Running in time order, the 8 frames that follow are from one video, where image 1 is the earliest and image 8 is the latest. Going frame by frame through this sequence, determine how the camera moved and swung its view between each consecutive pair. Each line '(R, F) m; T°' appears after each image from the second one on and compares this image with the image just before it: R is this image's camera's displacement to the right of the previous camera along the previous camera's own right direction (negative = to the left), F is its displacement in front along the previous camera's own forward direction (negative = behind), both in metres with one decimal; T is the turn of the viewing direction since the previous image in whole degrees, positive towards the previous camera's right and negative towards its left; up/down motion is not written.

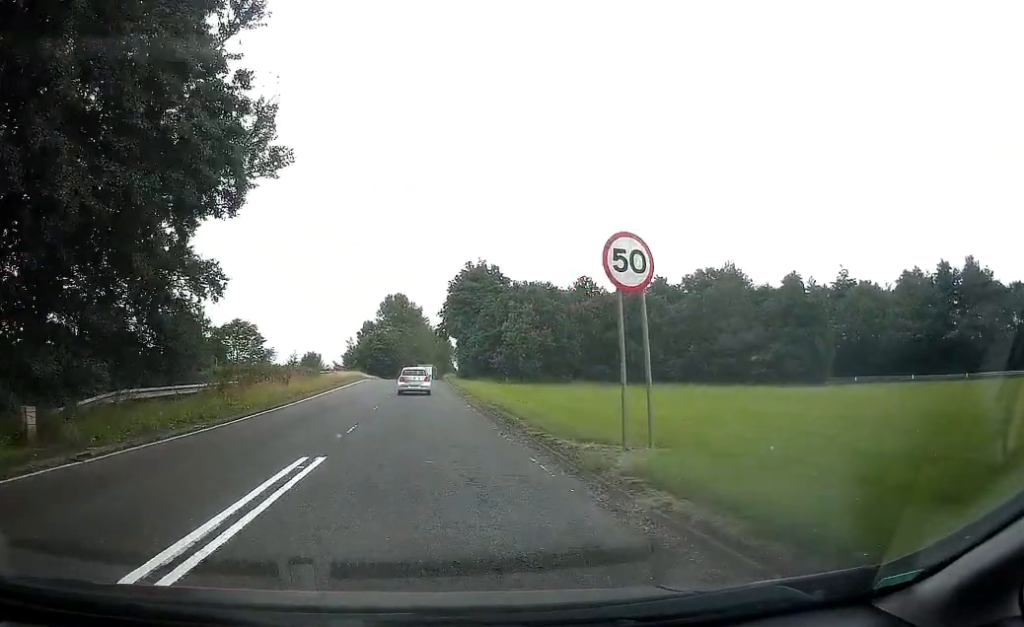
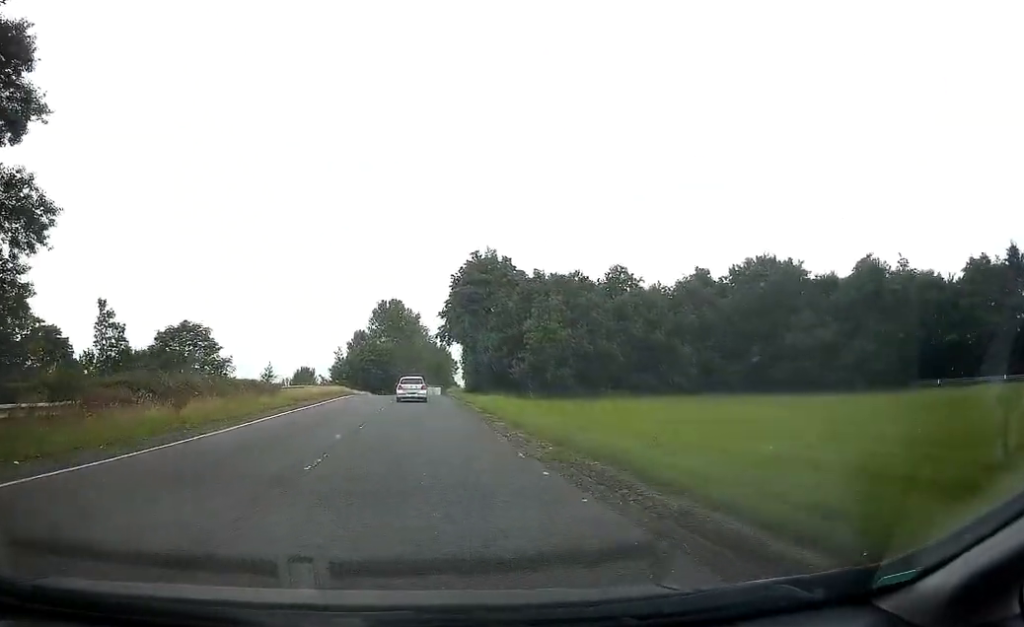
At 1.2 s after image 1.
(-0.3, +14.6) m; -2°
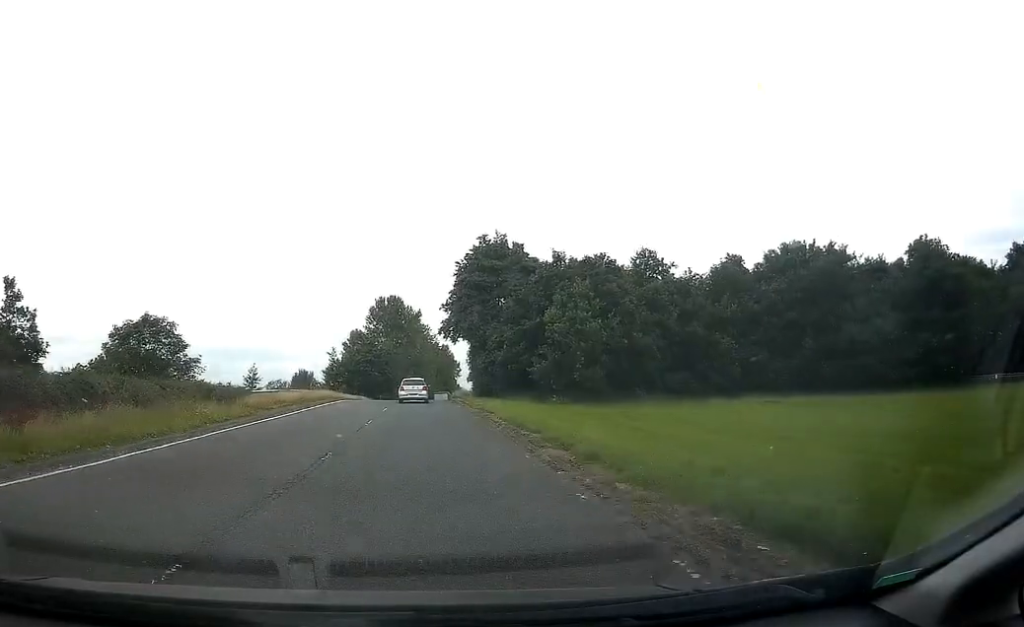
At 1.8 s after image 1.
(-0.1, +8.1) m; -1°
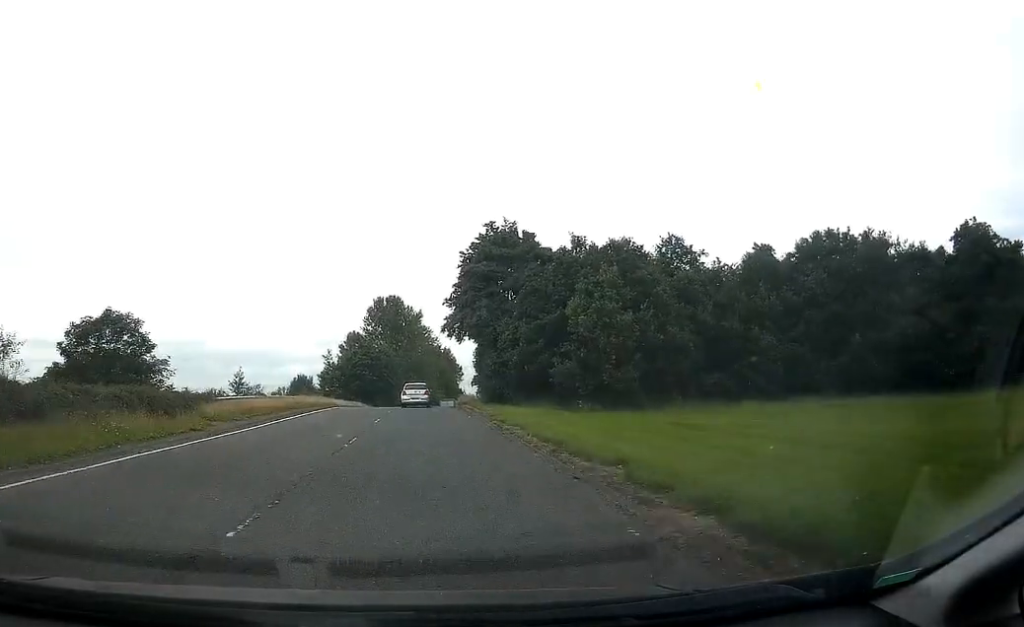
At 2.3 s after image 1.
(0.0, +6.1) m; 0°
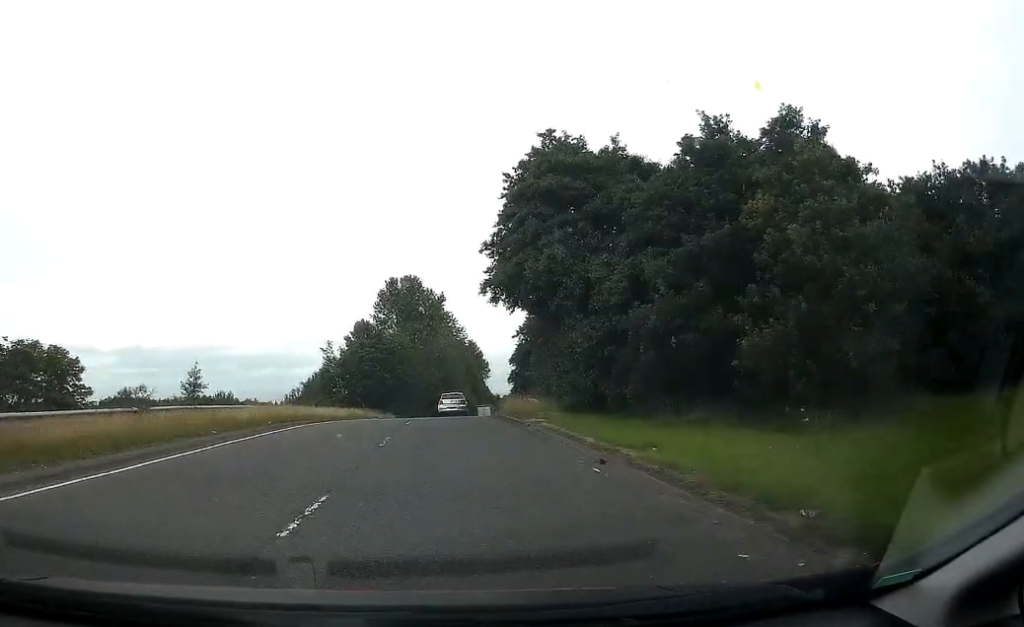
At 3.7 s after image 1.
(+0.1, +18.7) m; +1°
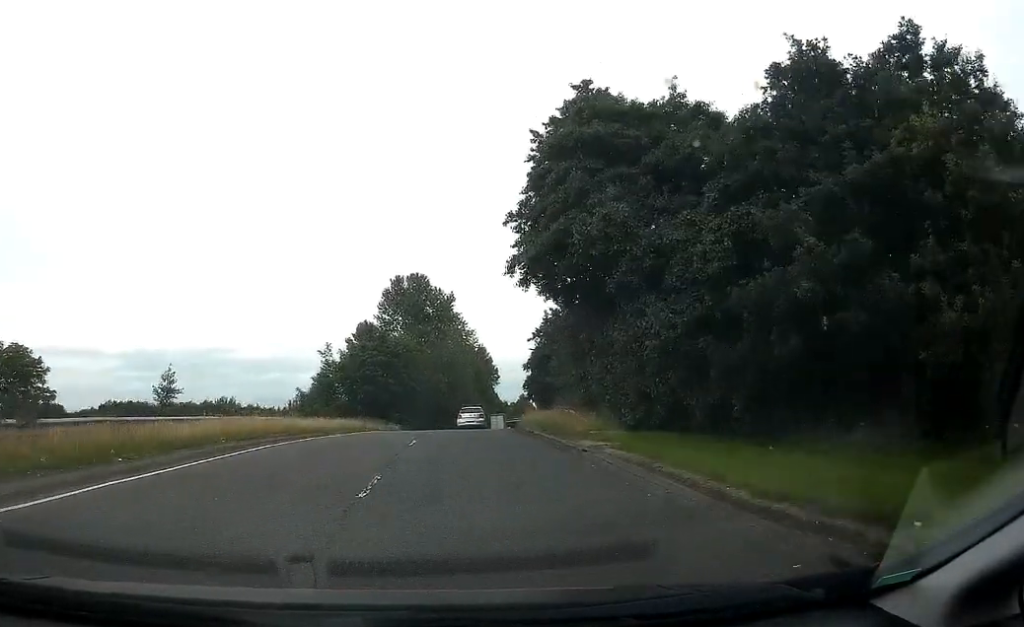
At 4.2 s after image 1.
(0.0, +6.5) m; 0°
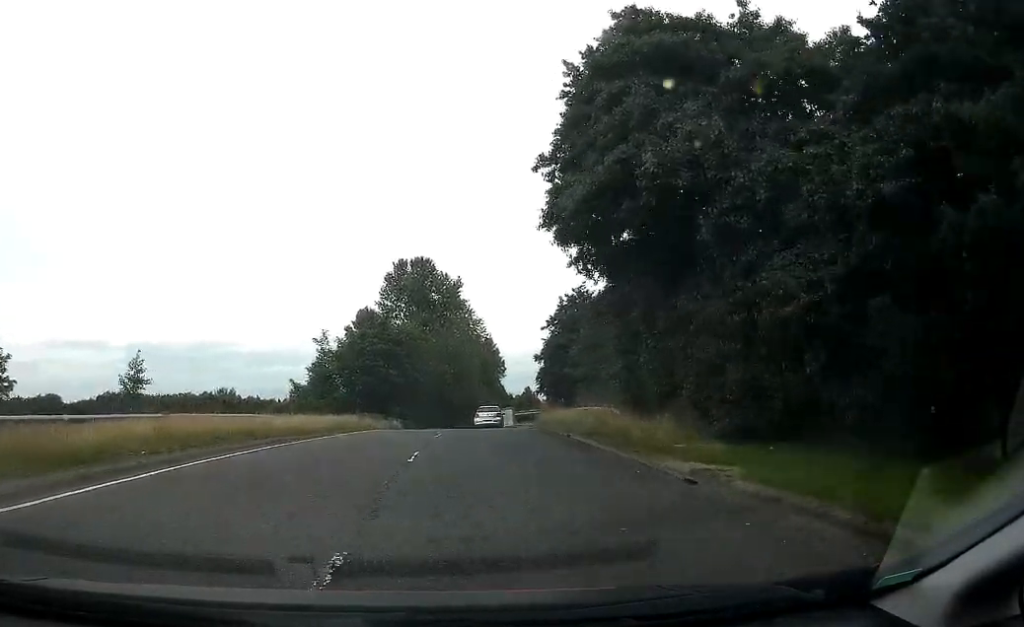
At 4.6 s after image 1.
(0.0, +5.5) m; 0°
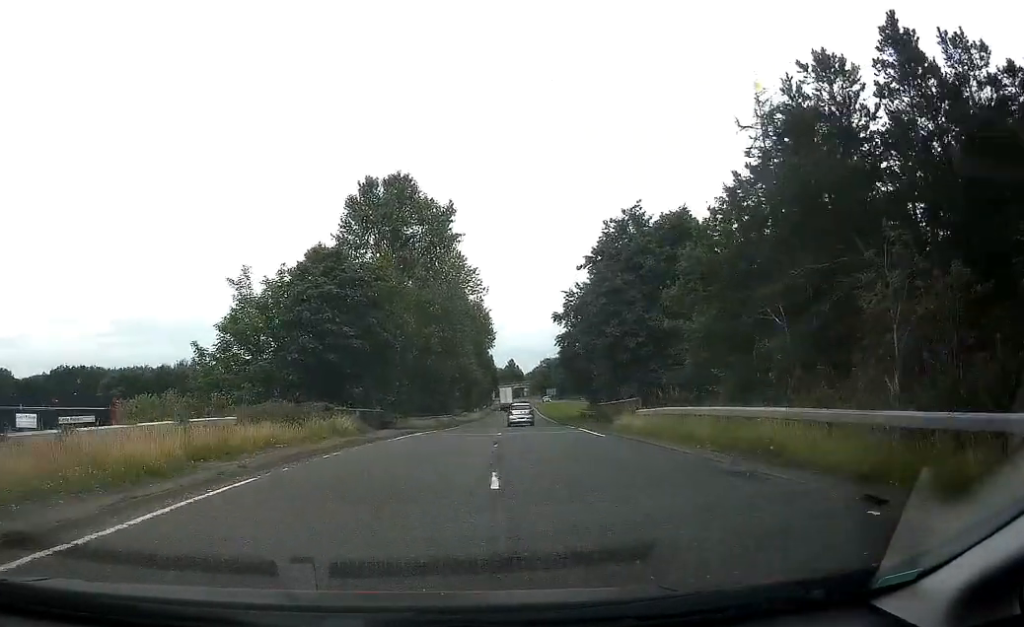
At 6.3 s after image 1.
(+0.4, +22.6) m; +3°
